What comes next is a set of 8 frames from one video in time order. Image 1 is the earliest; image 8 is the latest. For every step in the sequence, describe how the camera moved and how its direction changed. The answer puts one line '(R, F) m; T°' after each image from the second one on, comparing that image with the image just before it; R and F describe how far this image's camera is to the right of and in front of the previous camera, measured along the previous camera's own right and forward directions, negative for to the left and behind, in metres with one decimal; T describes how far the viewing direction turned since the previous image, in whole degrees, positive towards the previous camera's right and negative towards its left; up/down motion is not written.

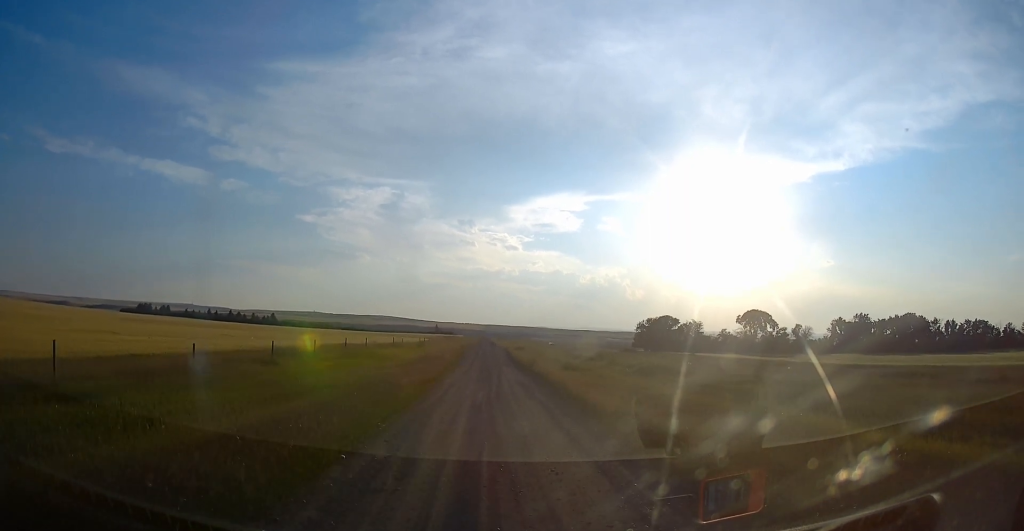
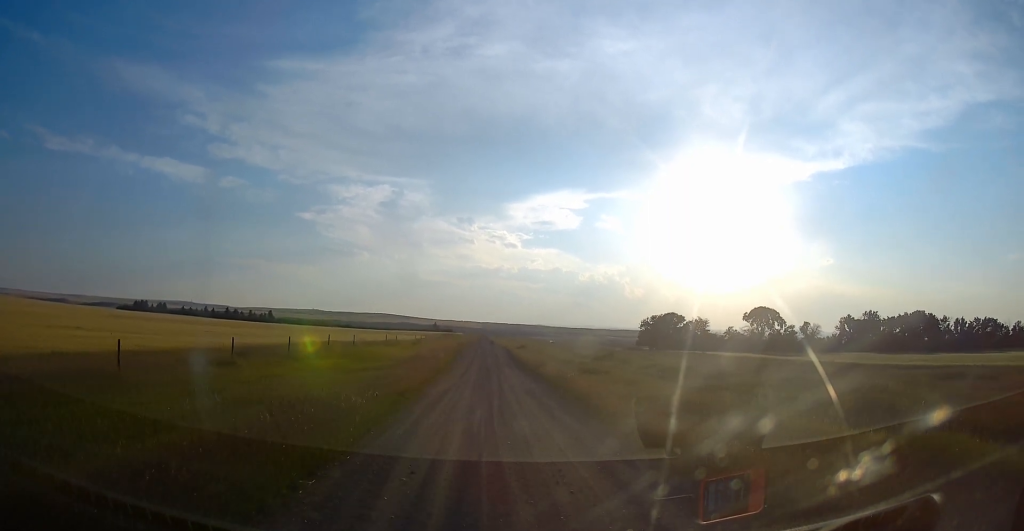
(0.0, +5.0) m; 0°
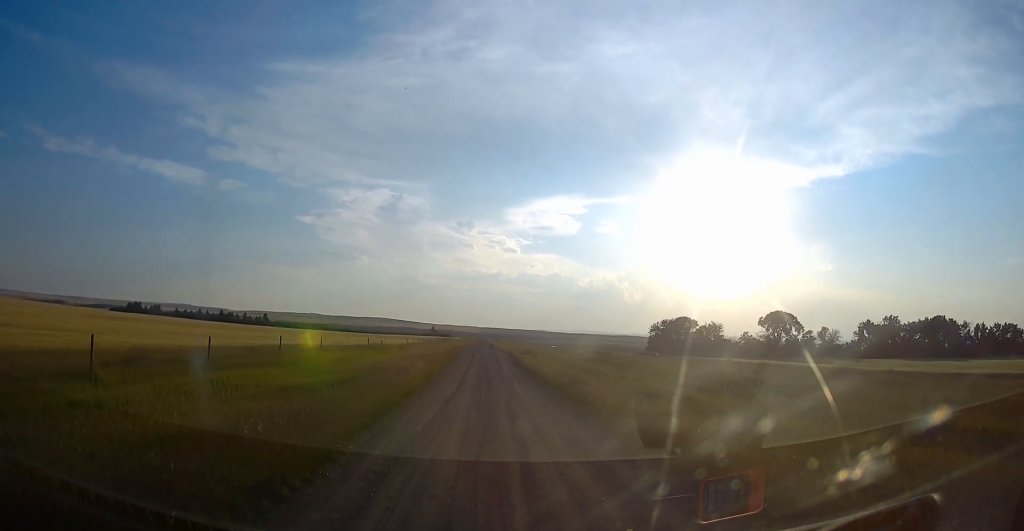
(0.0, +10.0) m; 0°
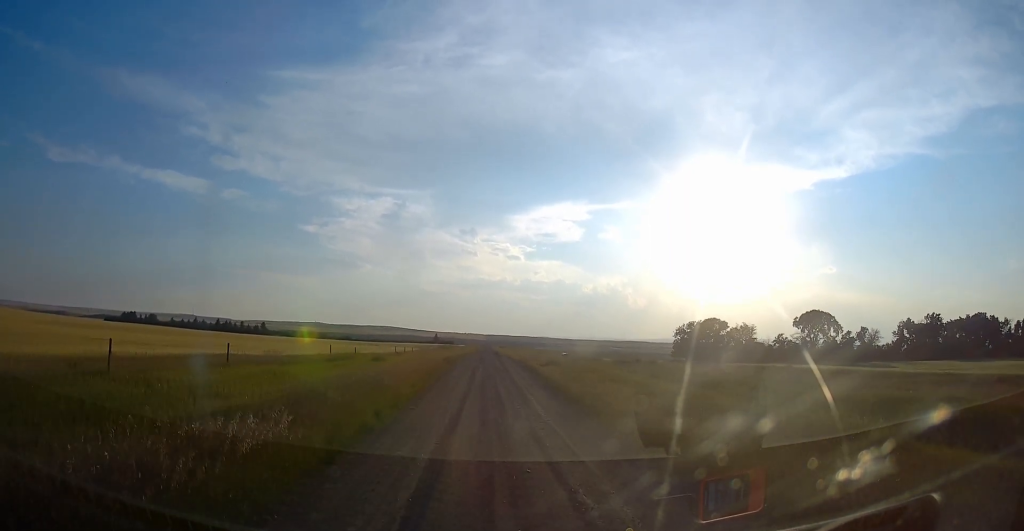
(0.0, +15.7) m; 0°
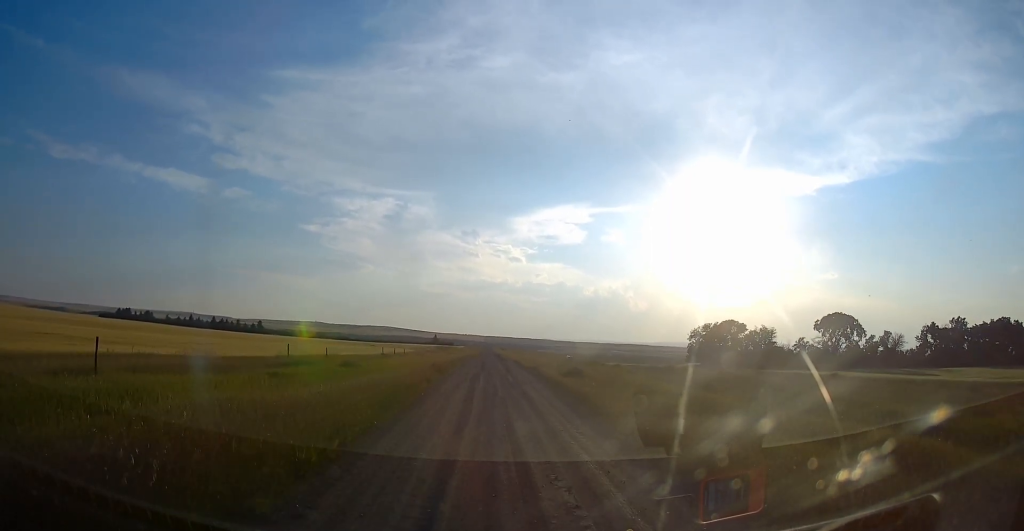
(0.0, +9.2) m; 0°
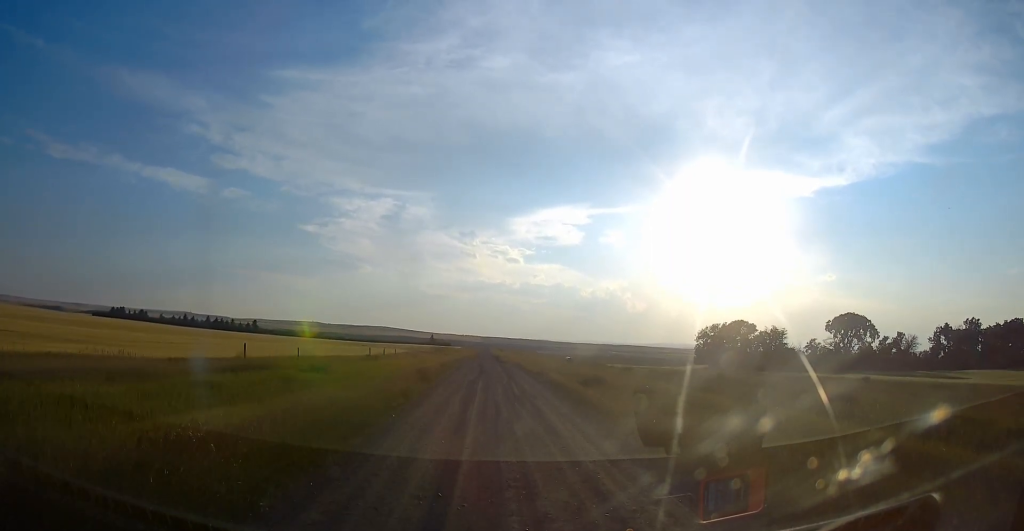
(0.0, +5.8) m; 0°
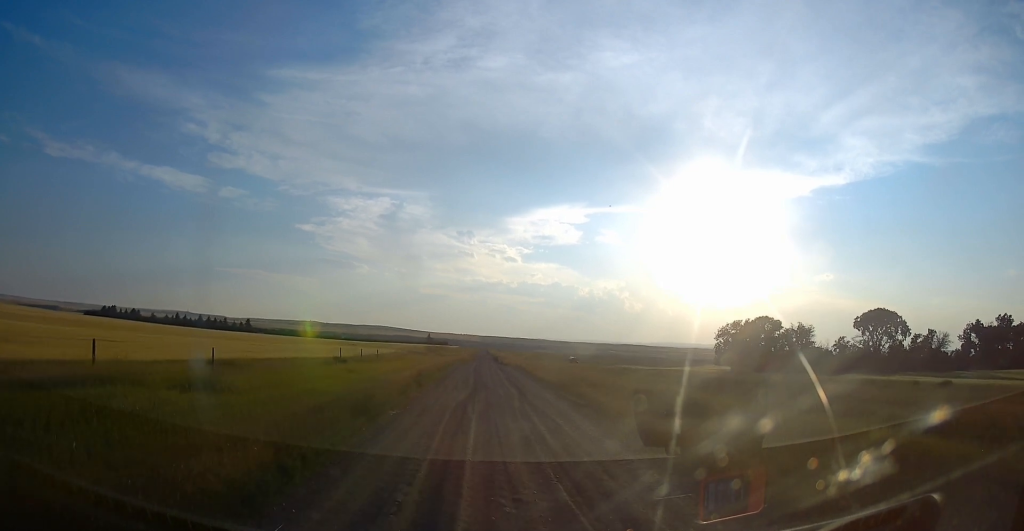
(0.0, +11.2) m; 0°
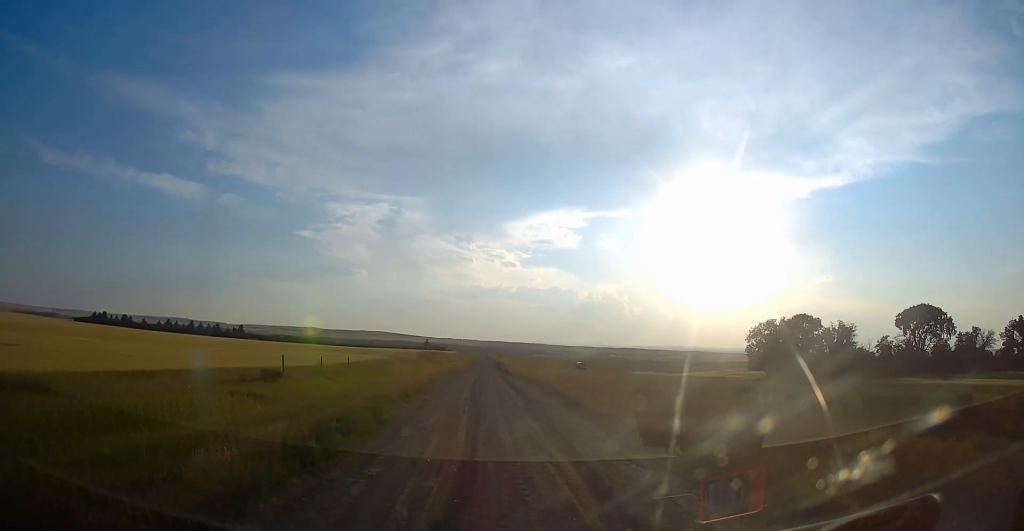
(0.0, +13.2) m; 0°
